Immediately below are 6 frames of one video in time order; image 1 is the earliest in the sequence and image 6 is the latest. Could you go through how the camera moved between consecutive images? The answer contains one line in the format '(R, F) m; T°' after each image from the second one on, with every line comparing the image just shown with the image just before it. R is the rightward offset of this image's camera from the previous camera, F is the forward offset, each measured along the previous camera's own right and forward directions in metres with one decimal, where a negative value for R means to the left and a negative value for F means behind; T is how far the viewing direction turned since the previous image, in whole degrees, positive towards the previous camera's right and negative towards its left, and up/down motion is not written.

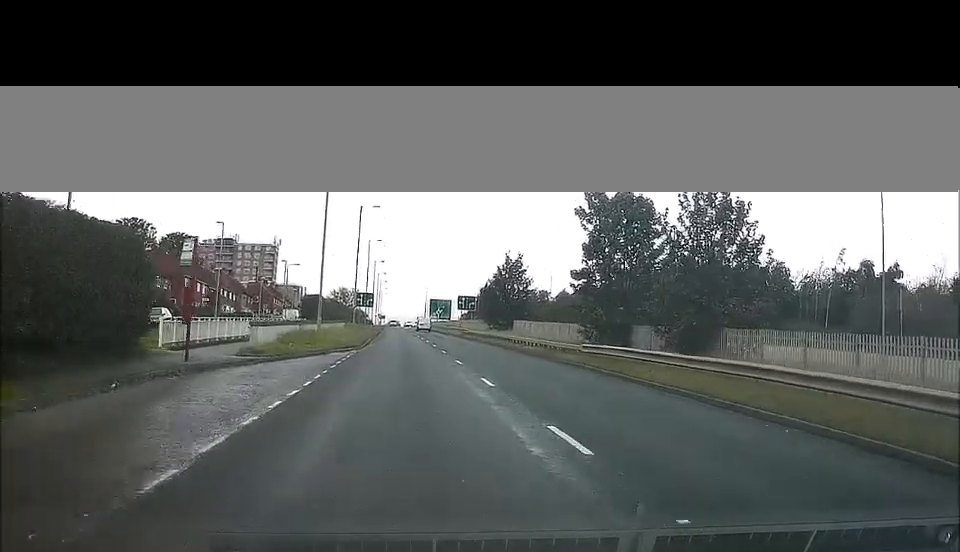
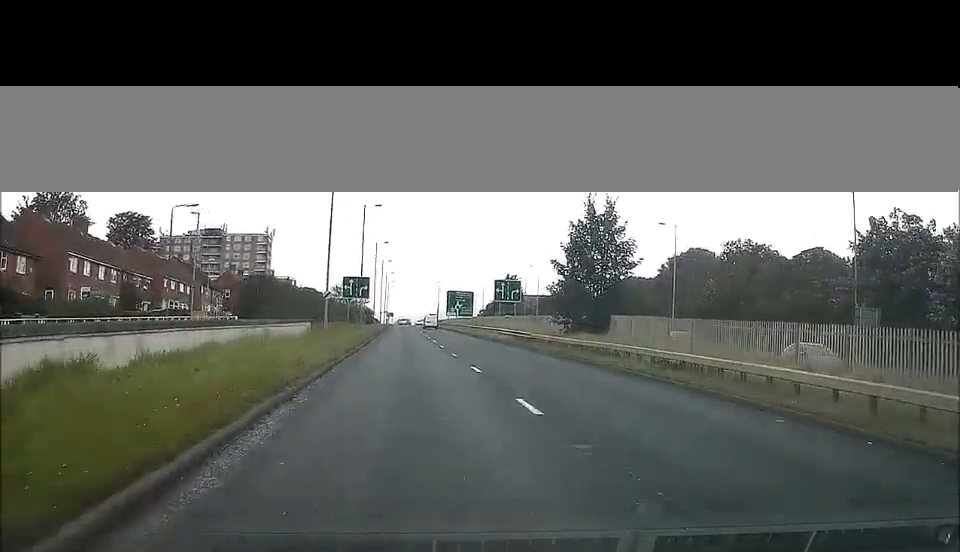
(+0.3, +33.6) m; 0°
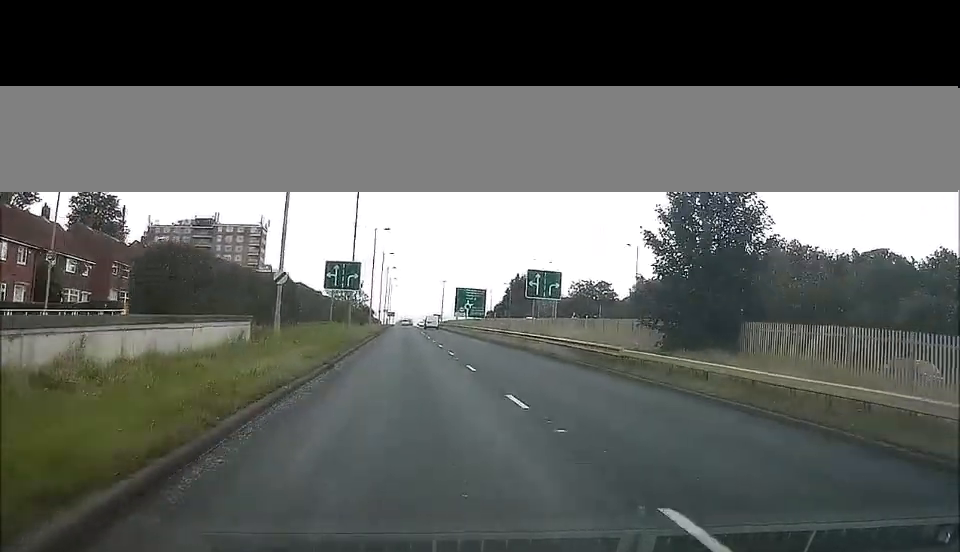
(-0.1, +17.2) m; -1°
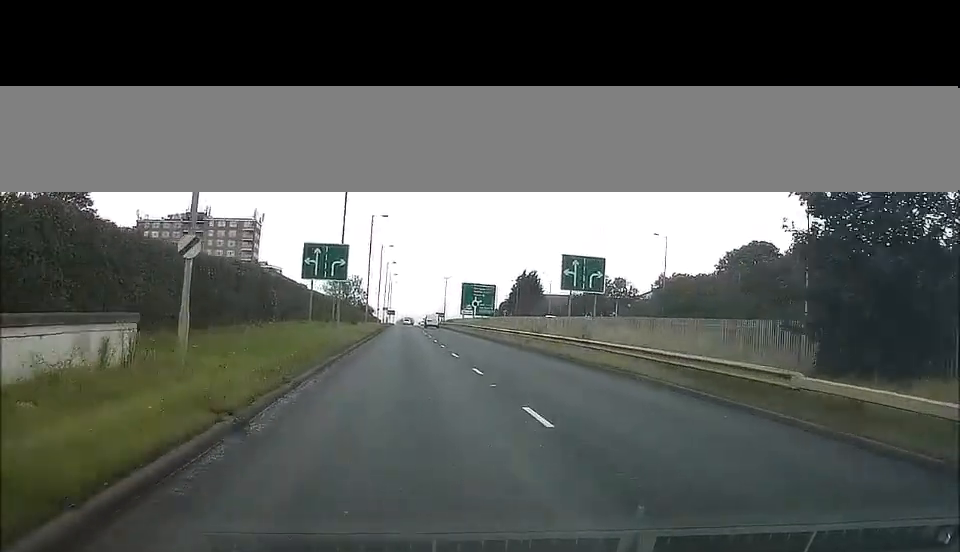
(0.0, +11.5) m; 0°
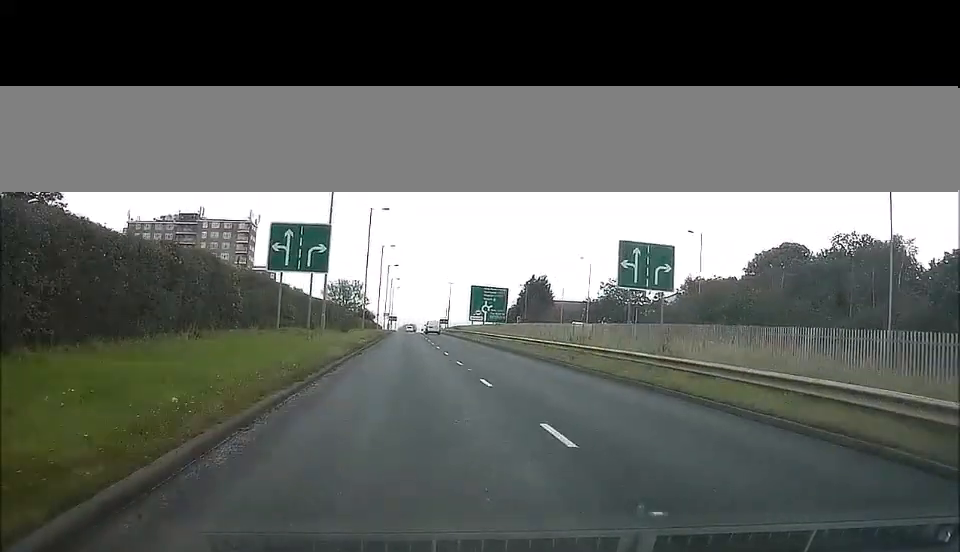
(0.0, +10.7) m; 0°
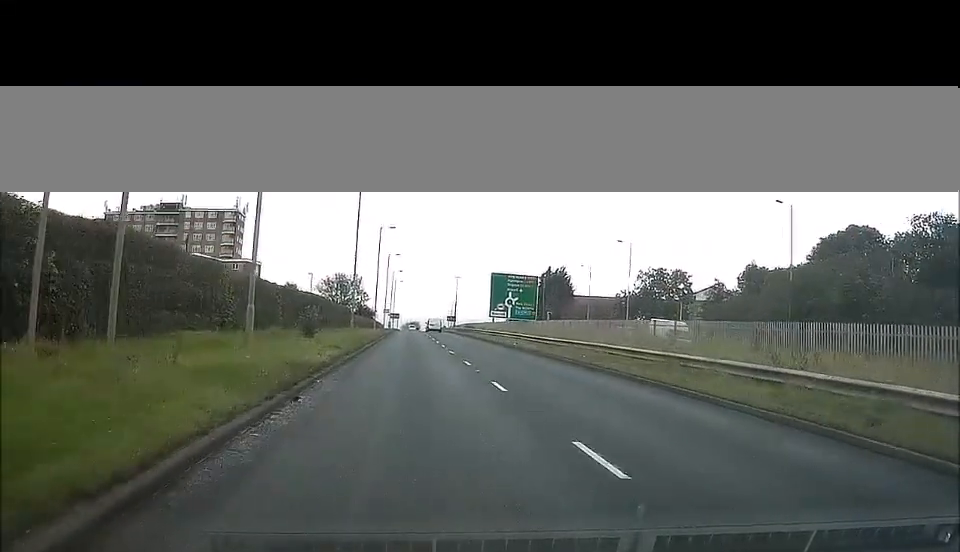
(0.0, +19.8) m; 0°
